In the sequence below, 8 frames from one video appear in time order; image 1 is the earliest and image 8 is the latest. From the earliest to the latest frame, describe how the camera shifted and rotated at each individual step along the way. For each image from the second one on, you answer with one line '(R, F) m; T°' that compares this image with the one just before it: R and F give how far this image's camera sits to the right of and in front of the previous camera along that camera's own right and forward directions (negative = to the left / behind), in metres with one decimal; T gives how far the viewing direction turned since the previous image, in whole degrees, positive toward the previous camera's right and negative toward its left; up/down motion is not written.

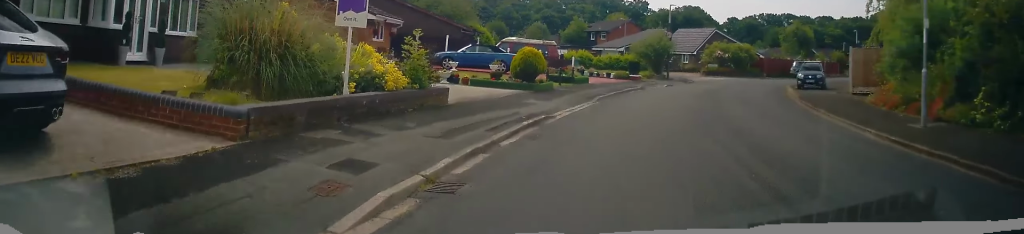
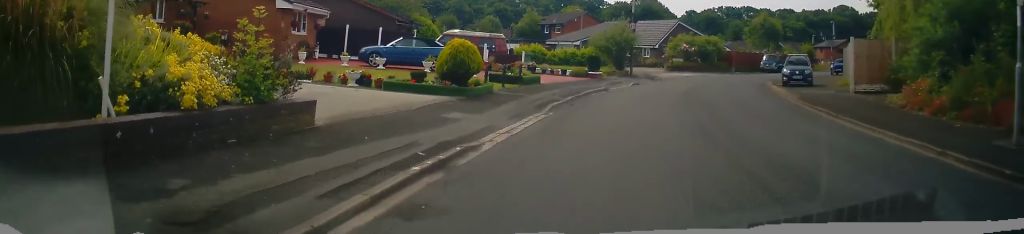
(+0.1, +4.7) m; +4°
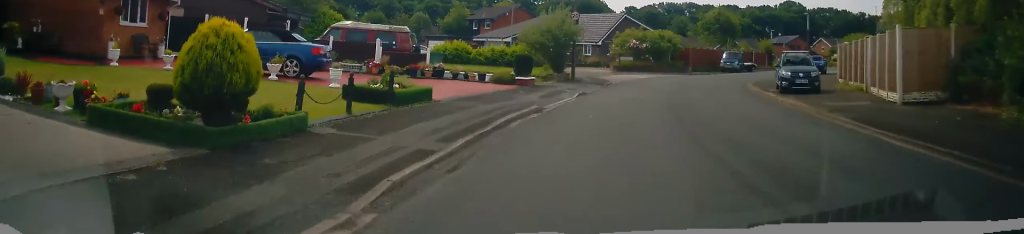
(+0.6, +8.2) m; +8°
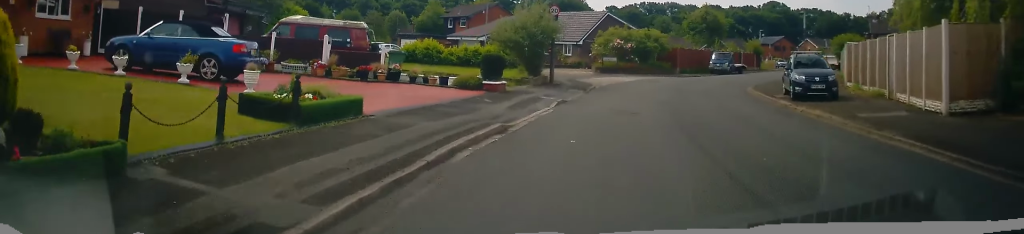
(+0.1, +3.4) m; +3°
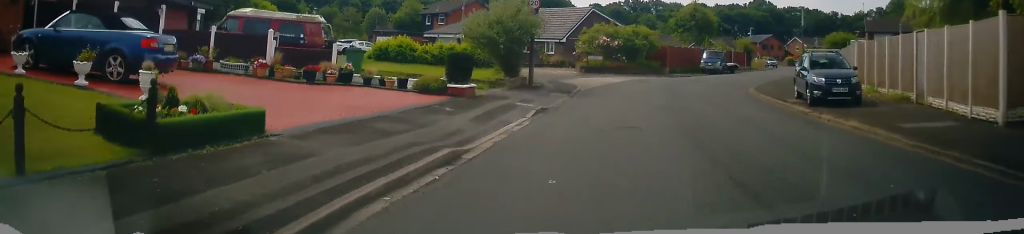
(+0.1, +3.0) m; +1°
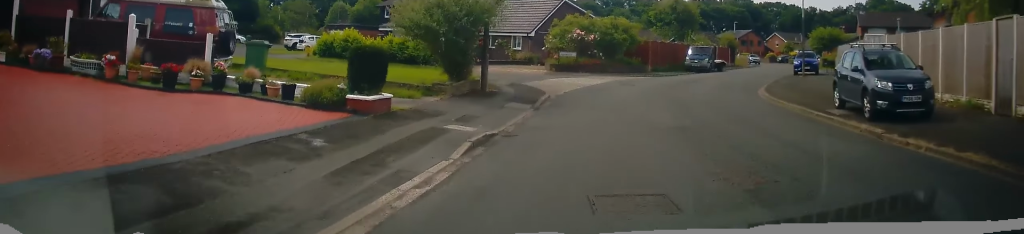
(+0.1, +5.5) m; +2°
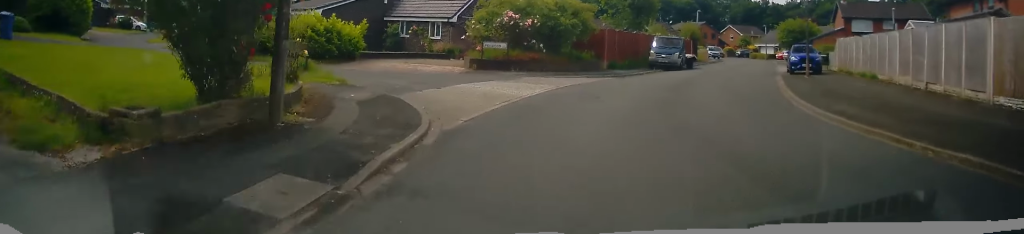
(+0.5, +9.7) m; +5°
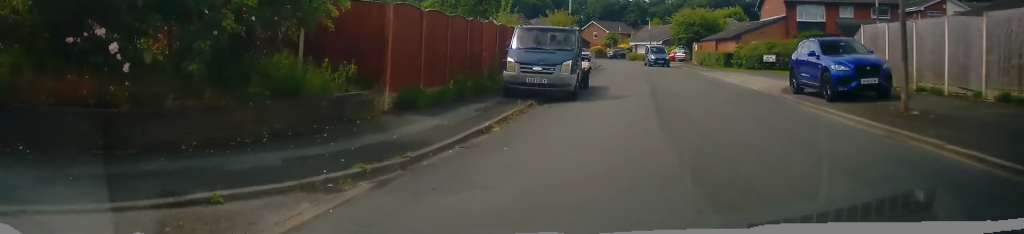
(+2.3, +19.5) m; +14°
